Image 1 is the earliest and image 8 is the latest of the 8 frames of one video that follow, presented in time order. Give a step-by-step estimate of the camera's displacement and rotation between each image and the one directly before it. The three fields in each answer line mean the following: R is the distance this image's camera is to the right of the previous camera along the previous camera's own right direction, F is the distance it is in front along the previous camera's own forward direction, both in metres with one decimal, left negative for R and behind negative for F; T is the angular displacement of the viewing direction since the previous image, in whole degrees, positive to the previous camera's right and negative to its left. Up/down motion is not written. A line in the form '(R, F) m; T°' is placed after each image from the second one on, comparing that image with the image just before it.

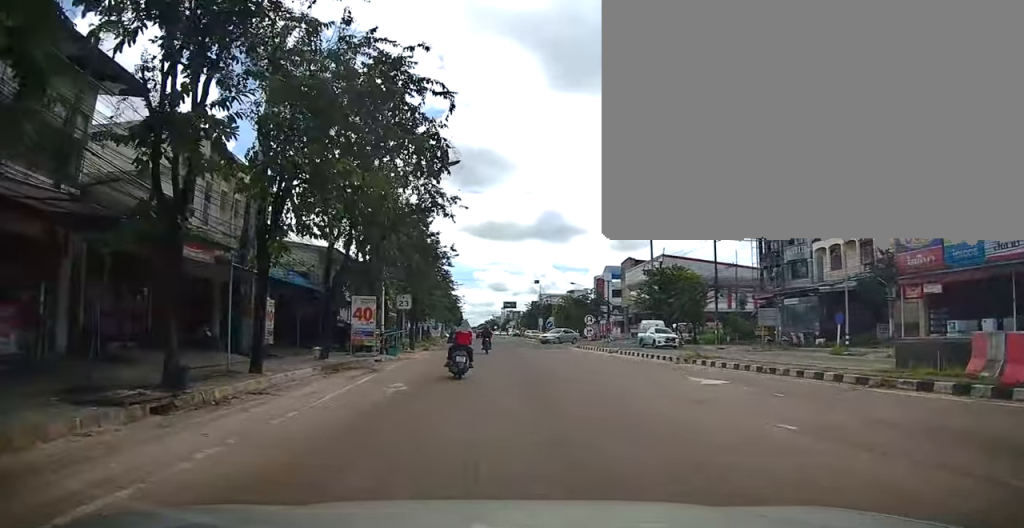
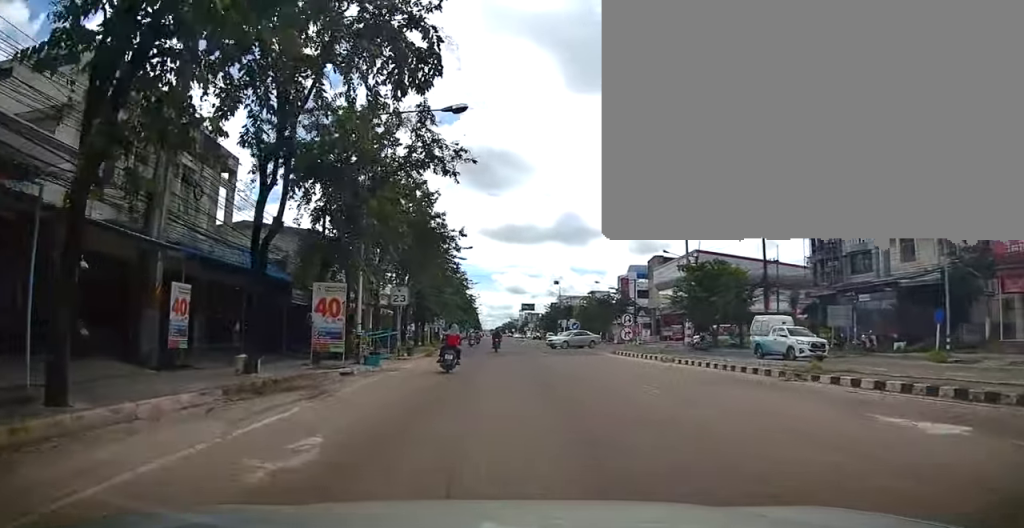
(-0.3, +6.5) m; -4°
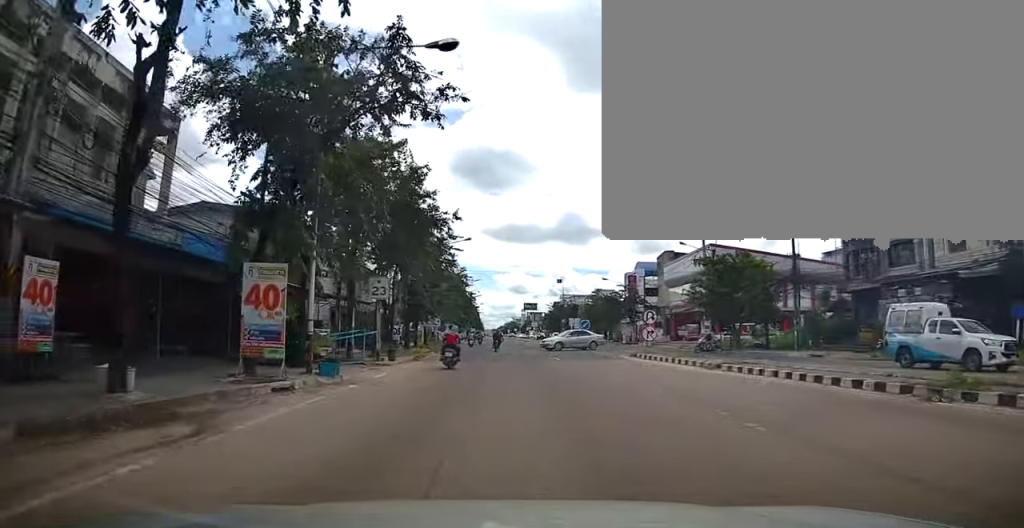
(-0.2, +4.4) m; -2°
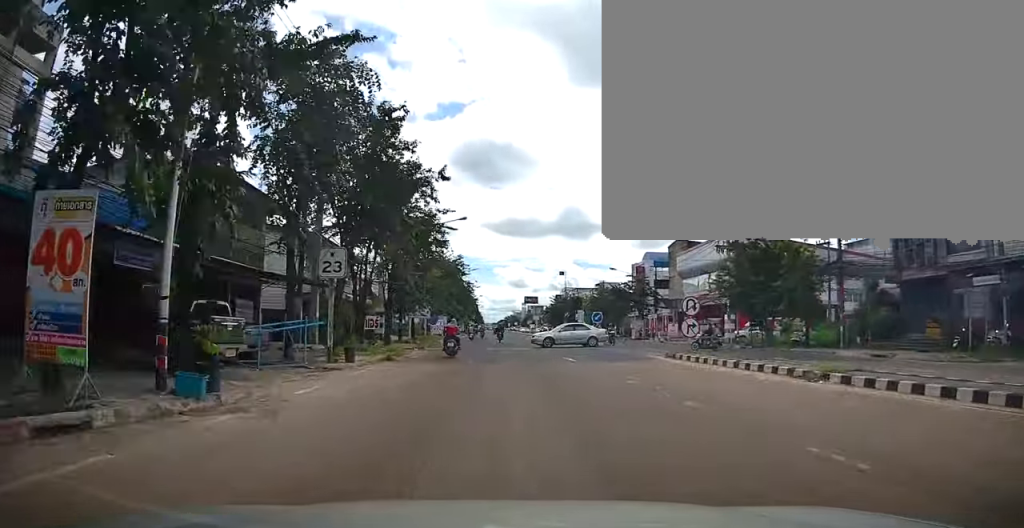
(+0.1, +6.1) m; 0°
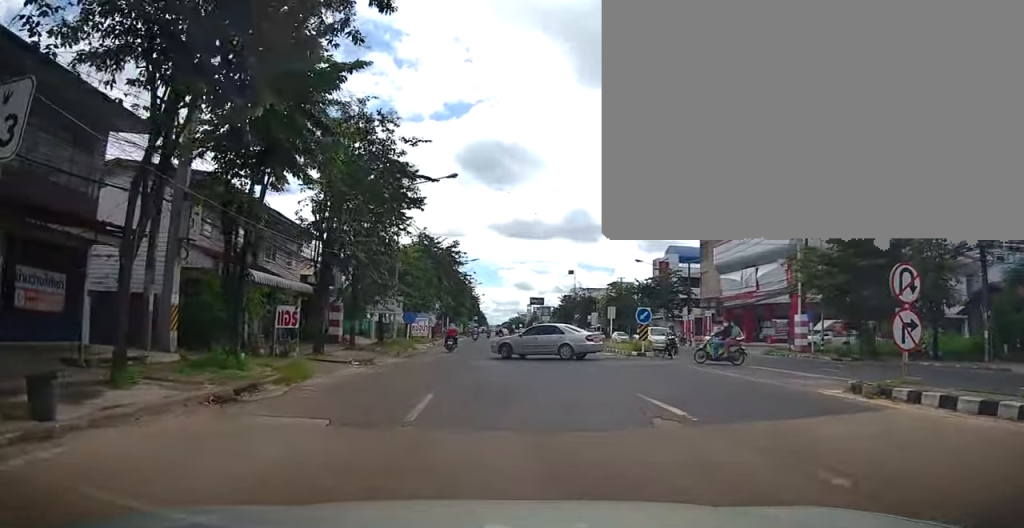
(-0.4, +12.8) m; -6°
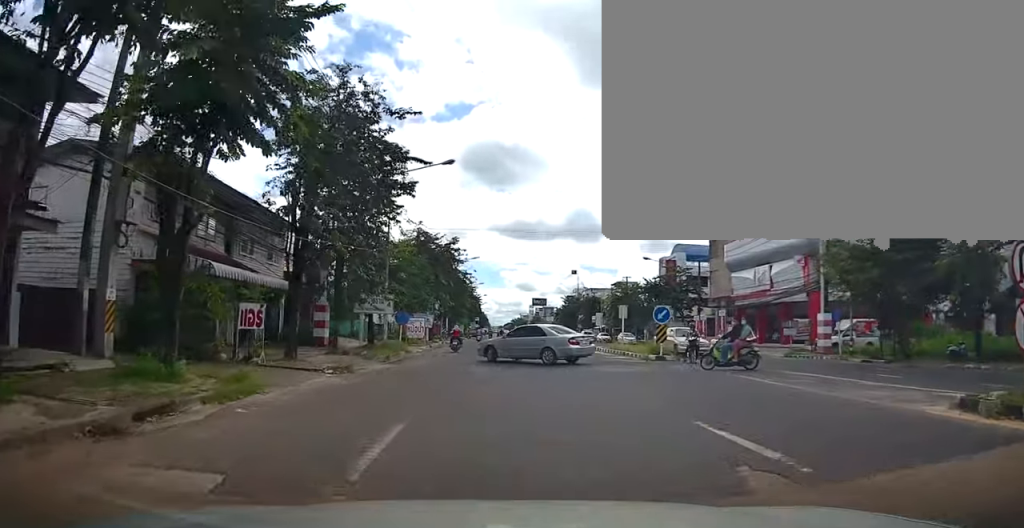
(+0.1, +3.1) m; -3°
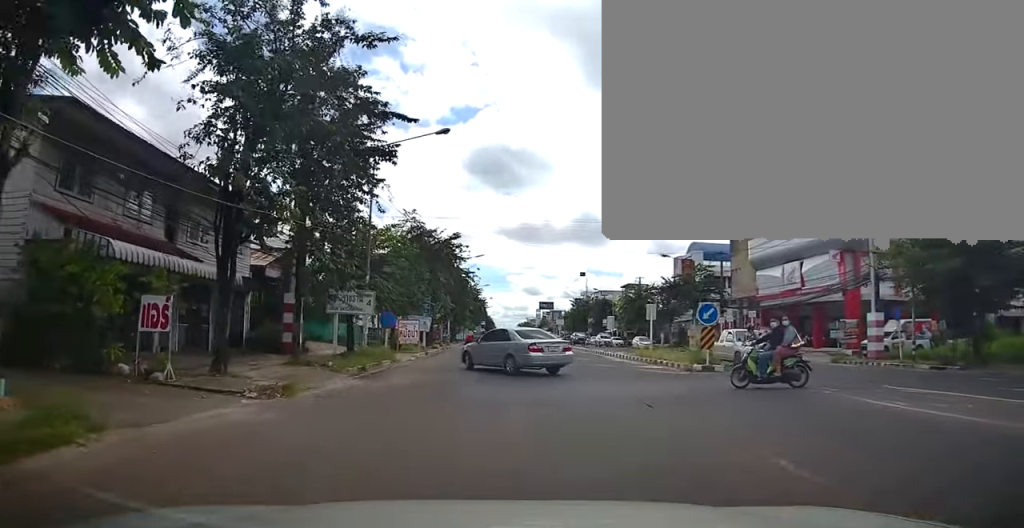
(-0.5, +5.2) m; 0°
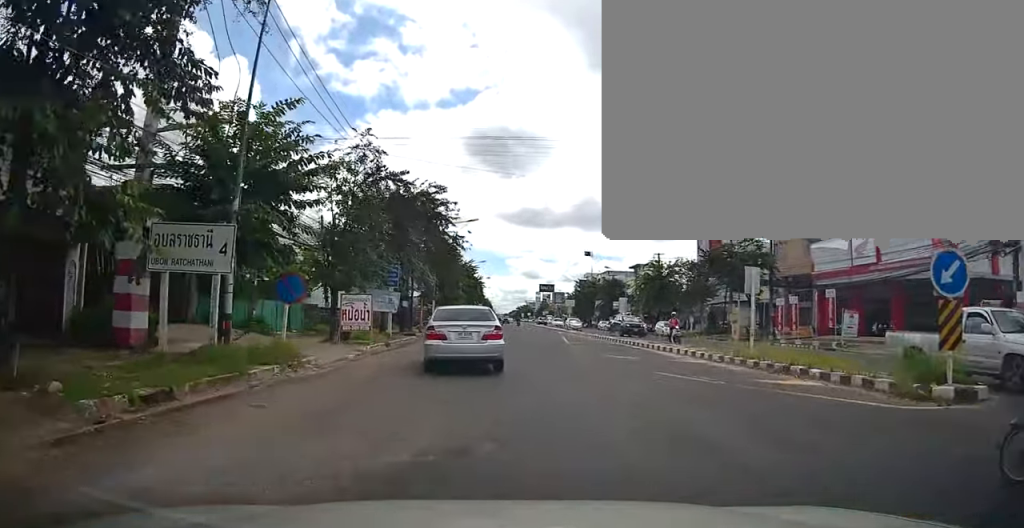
(+0.6, +11.2) m; +2°
